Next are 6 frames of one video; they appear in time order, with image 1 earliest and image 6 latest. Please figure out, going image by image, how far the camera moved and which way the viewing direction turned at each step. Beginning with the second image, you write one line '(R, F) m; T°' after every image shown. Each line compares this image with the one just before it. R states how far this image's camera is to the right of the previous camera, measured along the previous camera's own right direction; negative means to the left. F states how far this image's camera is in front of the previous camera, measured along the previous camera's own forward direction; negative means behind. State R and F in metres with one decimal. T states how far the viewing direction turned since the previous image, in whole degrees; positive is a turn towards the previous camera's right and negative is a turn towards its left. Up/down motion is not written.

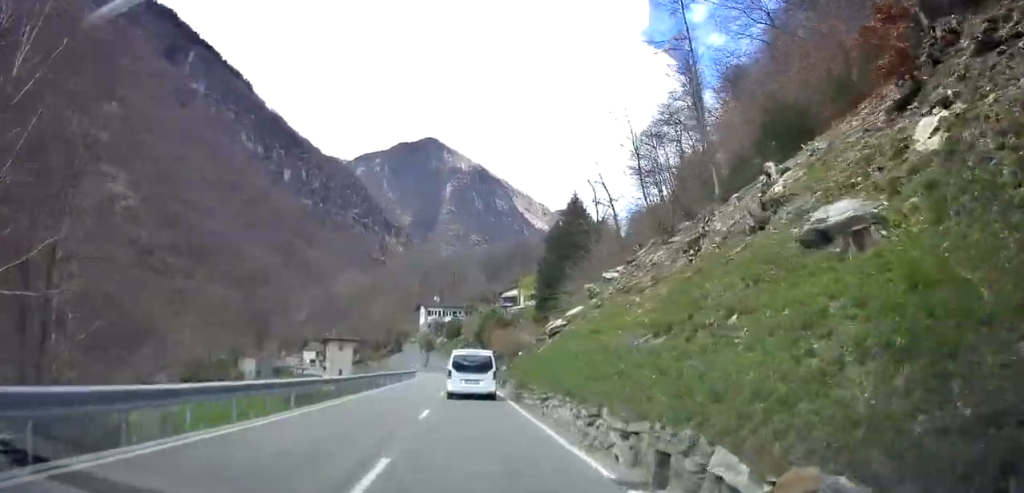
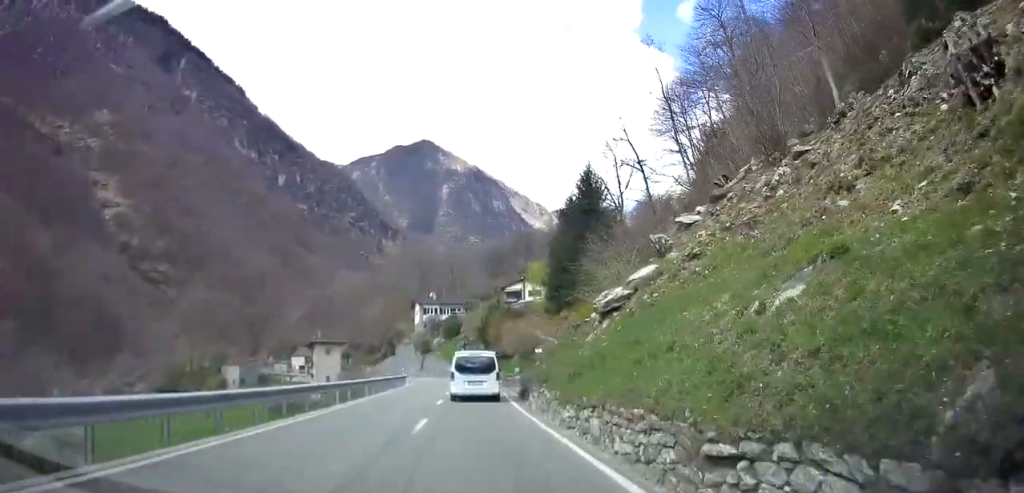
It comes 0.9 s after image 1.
(-0.3, +10.8) m; -1°
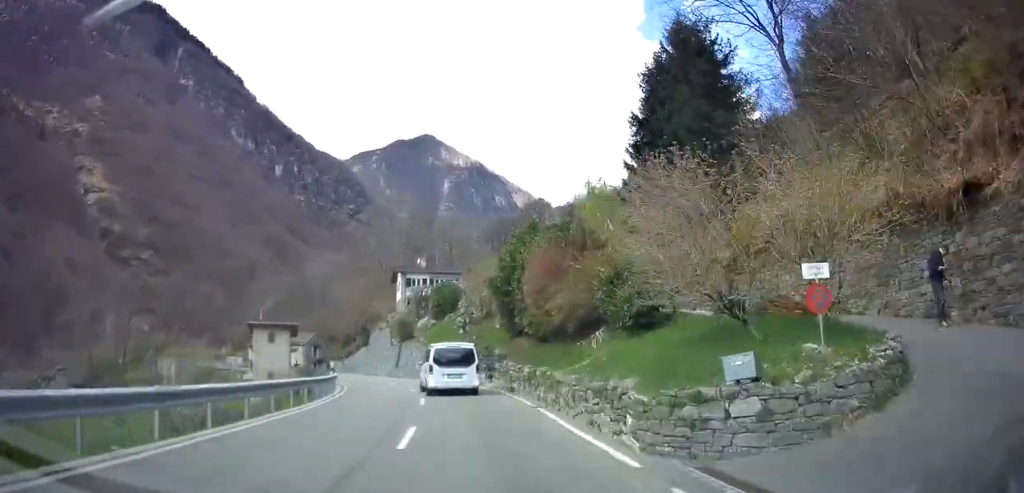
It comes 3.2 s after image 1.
(+0.7, +30.0) m; 0°
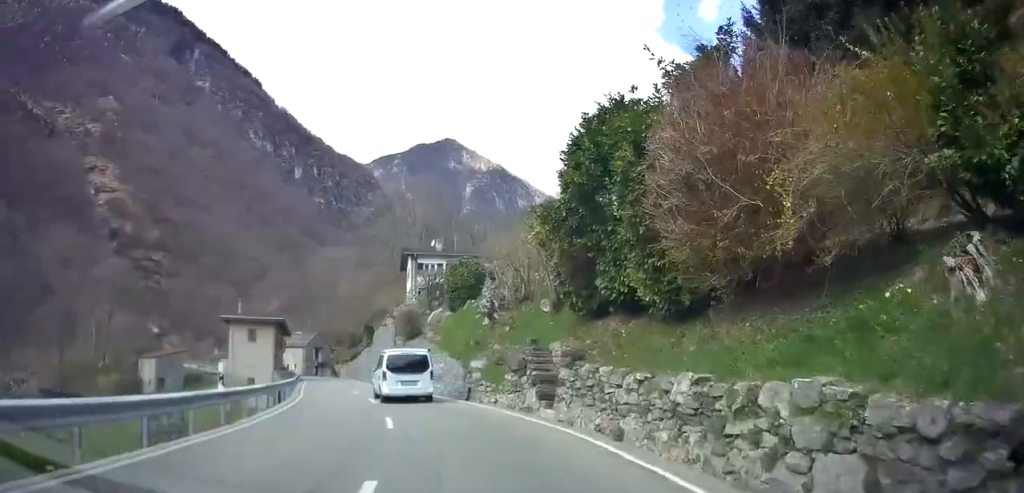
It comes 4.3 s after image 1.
(-0.5, +14.0) m; -3°
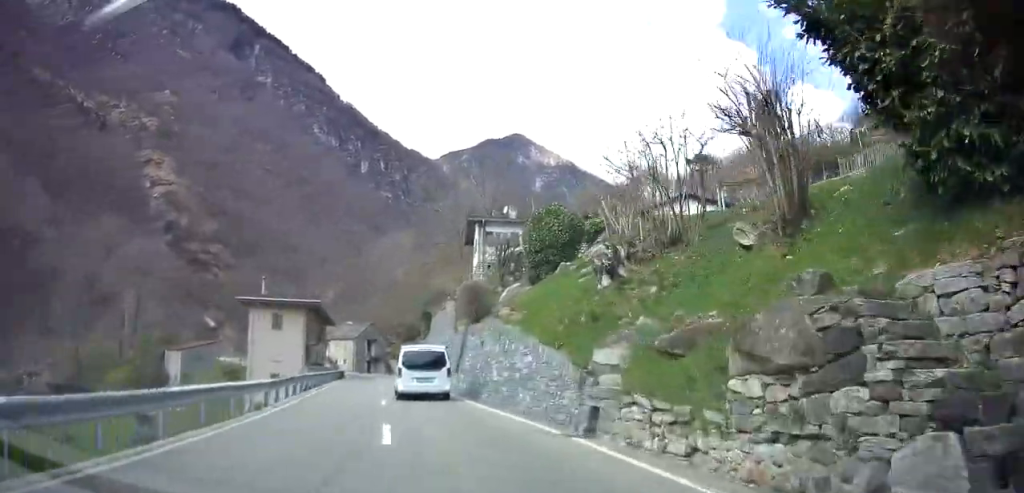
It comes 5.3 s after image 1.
(0.0, +12.2) m; -4°
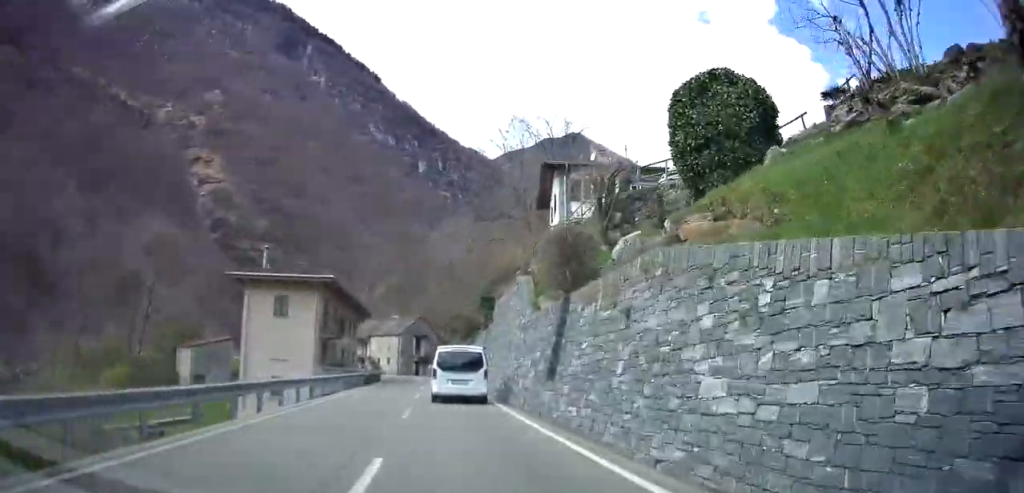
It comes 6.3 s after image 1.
(-0.8, +12.8) m; -6°
